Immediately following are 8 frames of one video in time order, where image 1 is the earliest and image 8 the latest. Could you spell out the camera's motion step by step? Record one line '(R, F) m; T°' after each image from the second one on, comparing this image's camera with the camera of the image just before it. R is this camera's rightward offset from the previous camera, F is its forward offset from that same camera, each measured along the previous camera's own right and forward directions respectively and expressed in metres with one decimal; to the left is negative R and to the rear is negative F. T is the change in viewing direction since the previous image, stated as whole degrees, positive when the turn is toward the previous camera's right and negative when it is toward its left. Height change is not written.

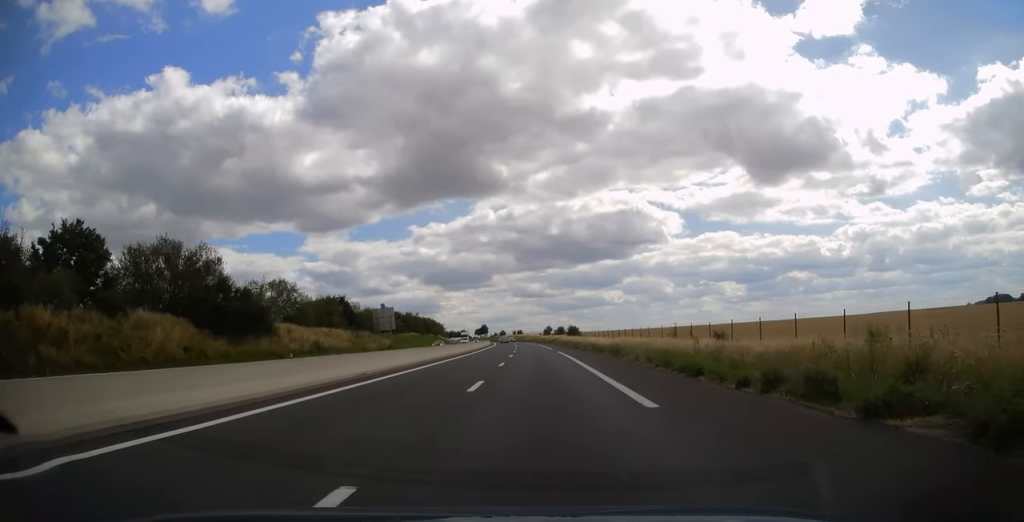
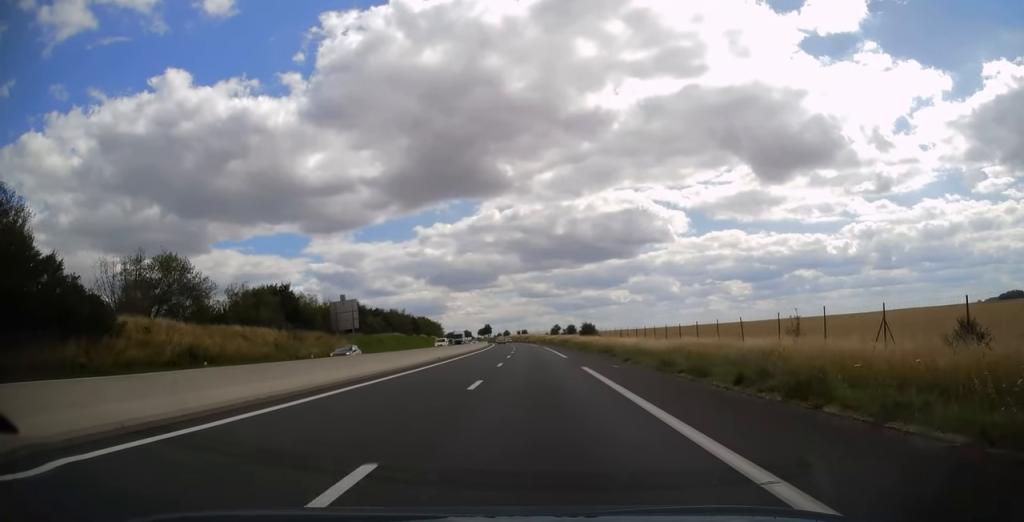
(-0.2, +24.1) m; -1°
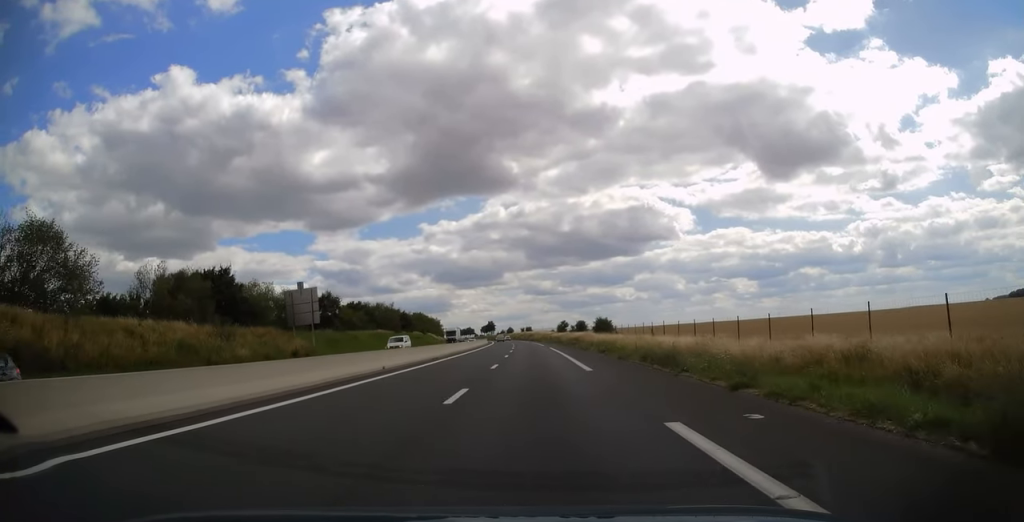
(0.0, +16.3) m; -1°
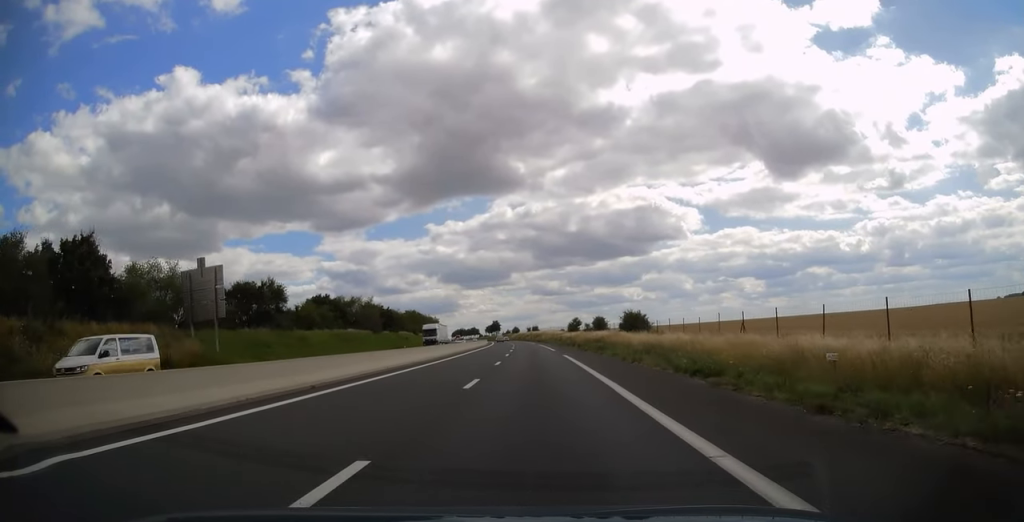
(-0.2, +21.7) m; -1°
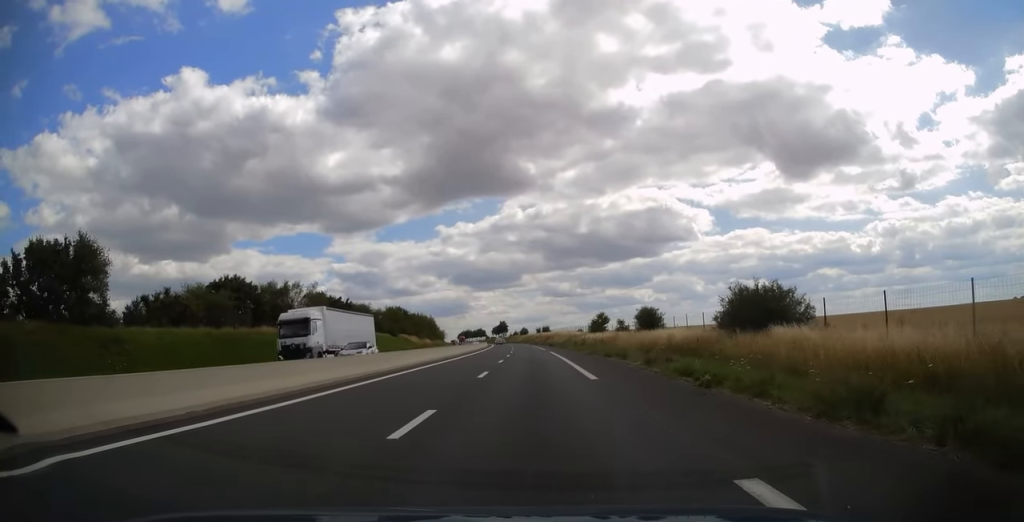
(-0.3, +32.5) m; -1°
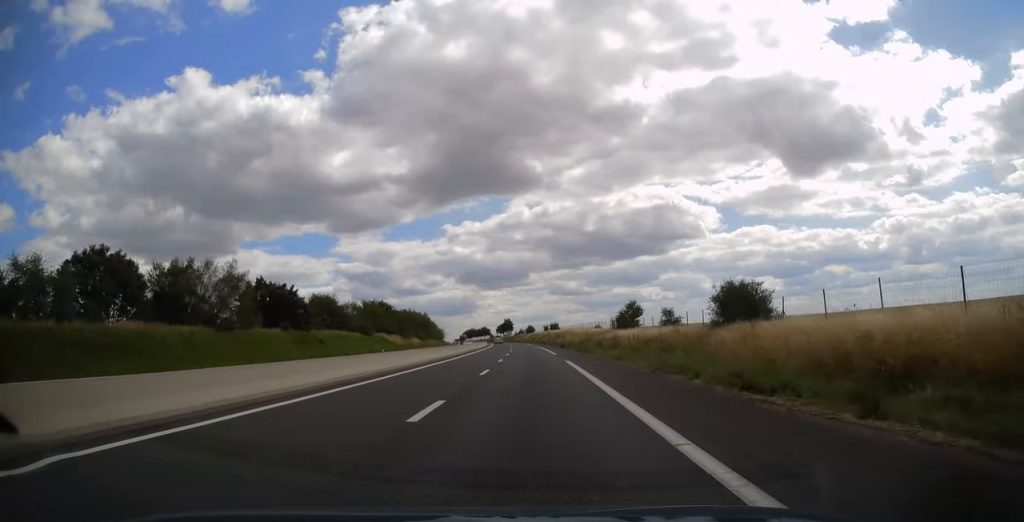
(-0.1, +23.6) m; -1°
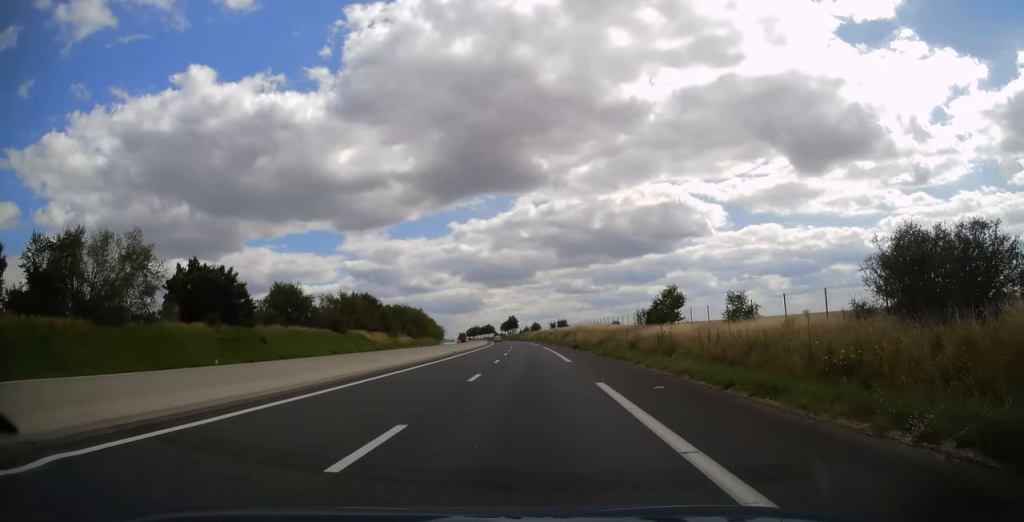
(-0.1, +16.2) m; -1°
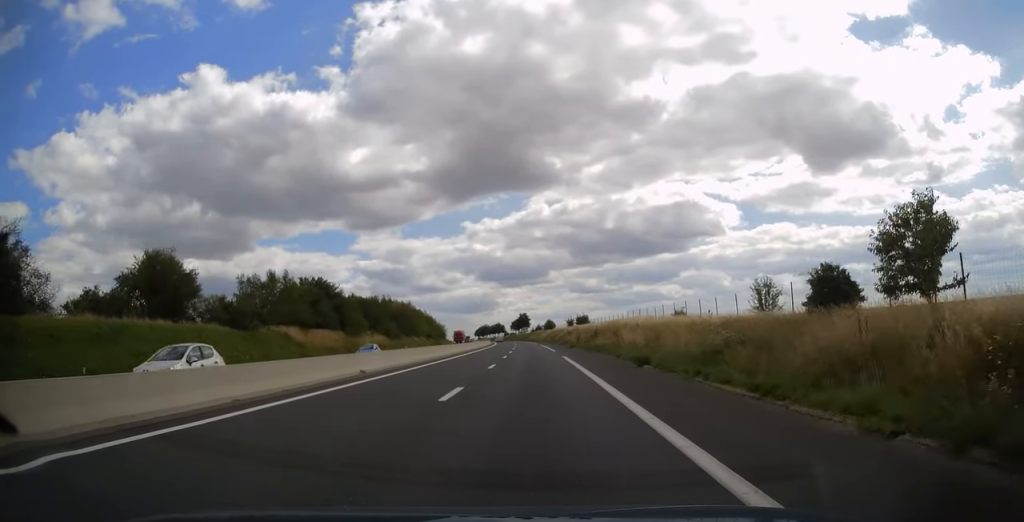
(-0.2, +31.0) m; -1°
